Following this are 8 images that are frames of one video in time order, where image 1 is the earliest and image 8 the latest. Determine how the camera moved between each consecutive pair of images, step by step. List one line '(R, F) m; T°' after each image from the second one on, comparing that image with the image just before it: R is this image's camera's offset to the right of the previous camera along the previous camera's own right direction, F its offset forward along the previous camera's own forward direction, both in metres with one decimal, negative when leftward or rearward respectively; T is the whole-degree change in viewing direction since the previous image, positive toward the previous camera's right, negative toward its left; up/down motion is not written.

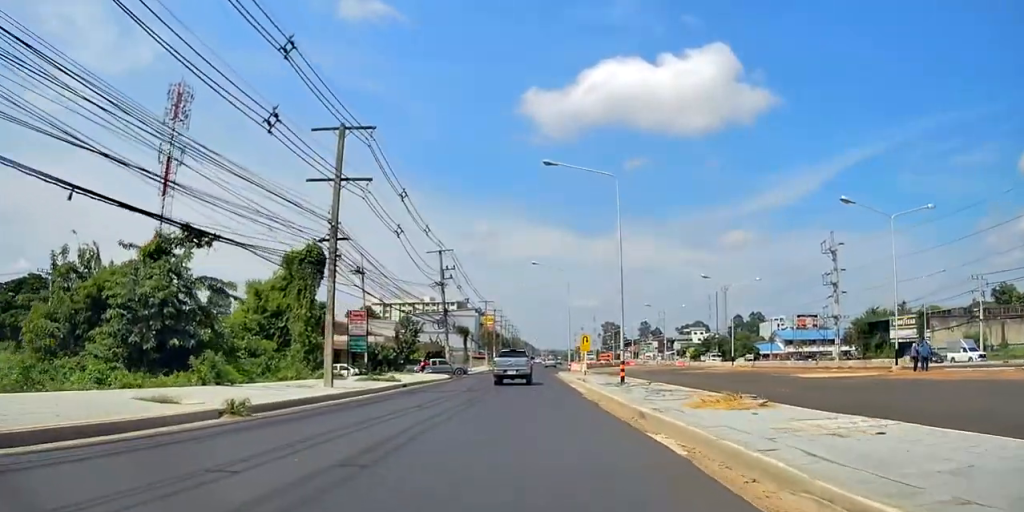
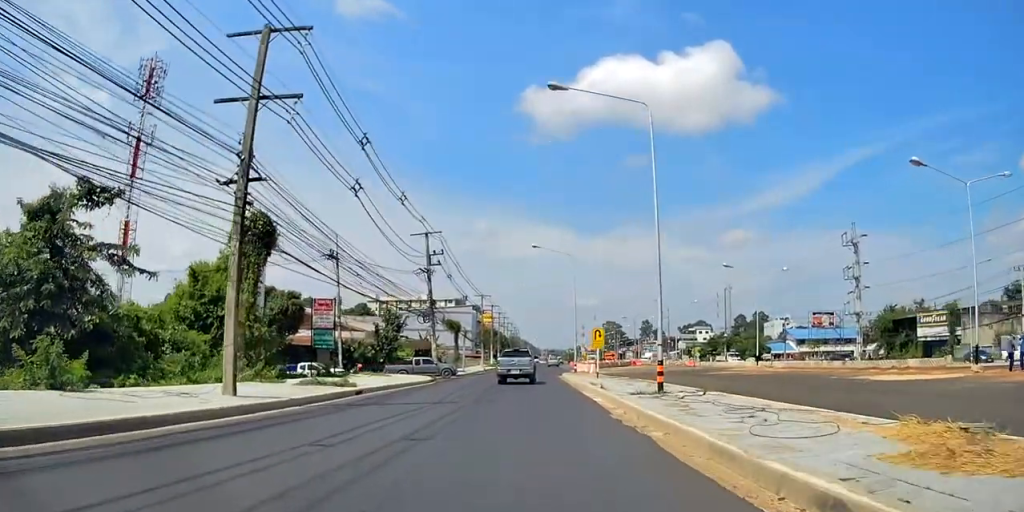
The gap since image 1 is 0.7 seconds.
(+0.1, +8.1) m; -3°
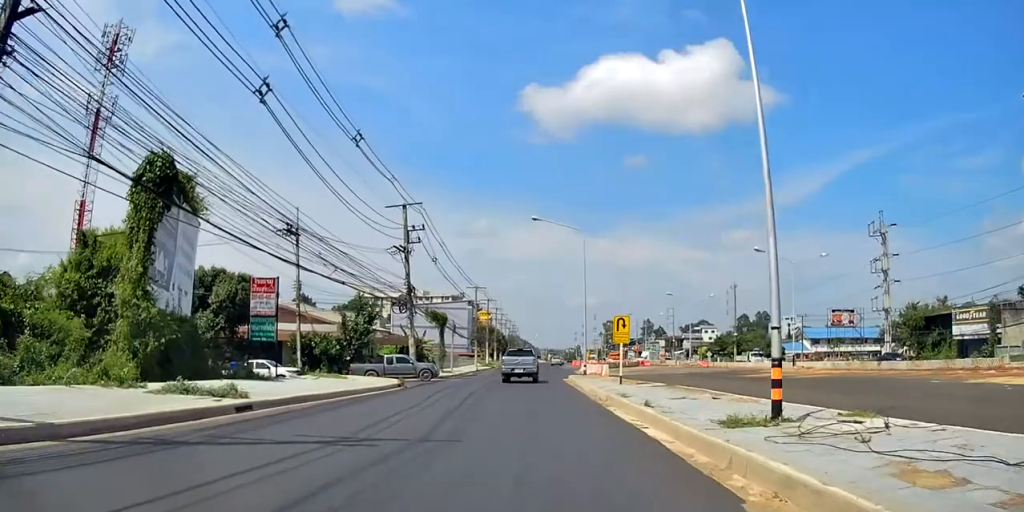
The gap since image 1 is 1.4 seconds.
(-0.6, +9.3) m; -3°
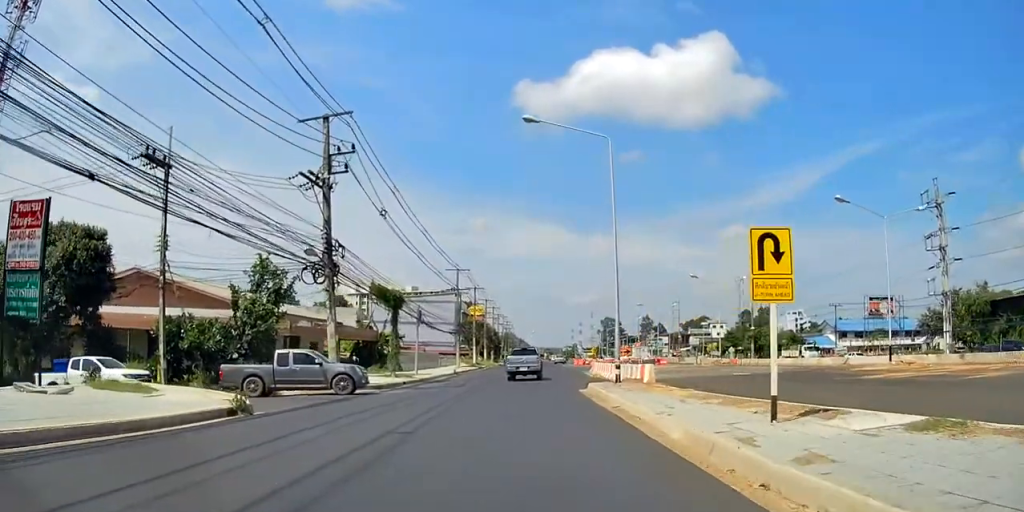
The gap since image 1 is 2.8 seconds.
(-0.3, +16.4) m; -1°
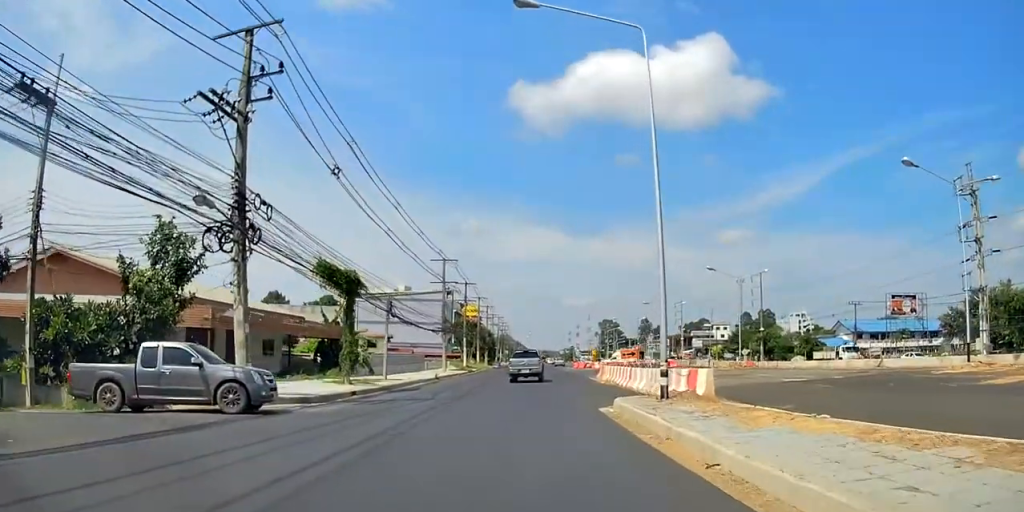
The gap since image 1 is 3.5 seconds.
(0.0, +8.6) m; +3°
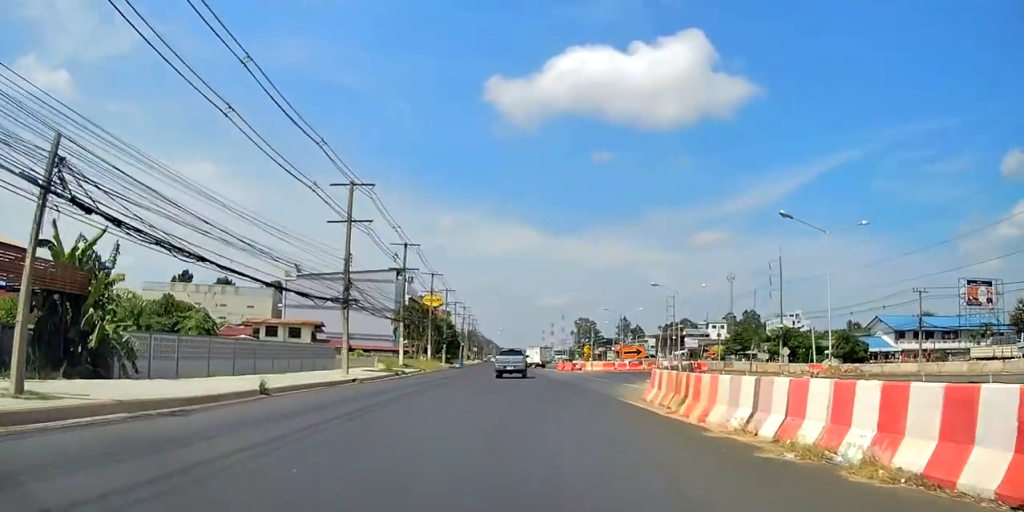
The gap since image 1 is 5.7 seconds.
(+0.5, +25.7) m; -2°
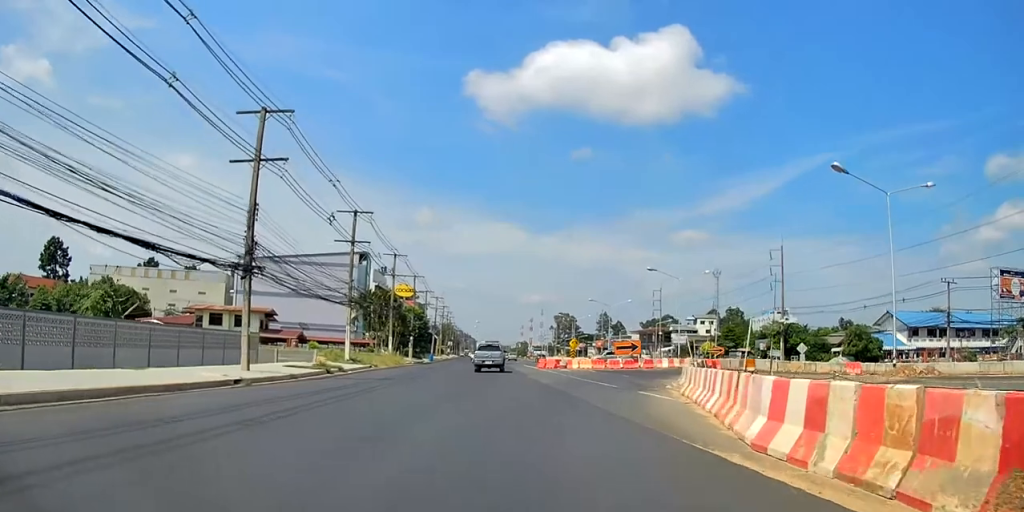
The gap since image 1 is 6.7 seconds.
(0.0, +11.1) m; +4°
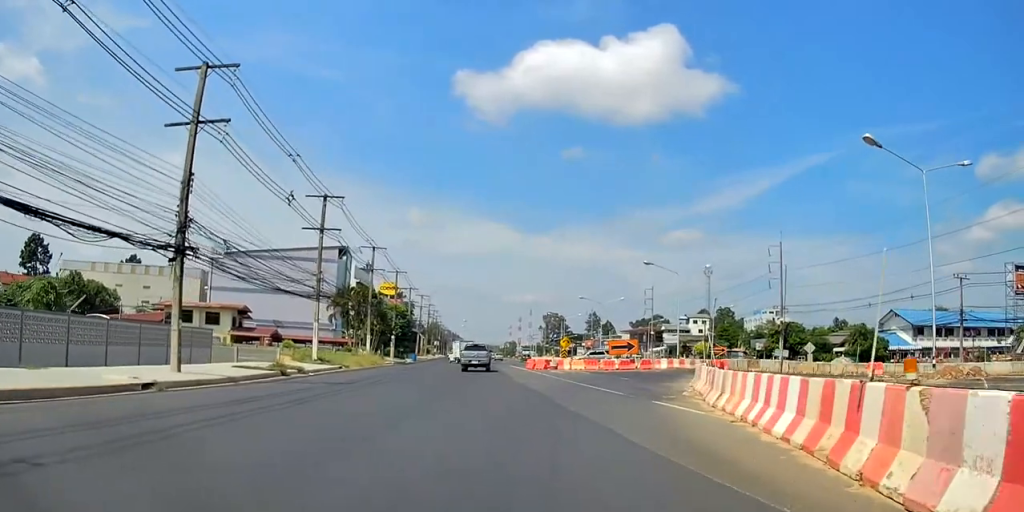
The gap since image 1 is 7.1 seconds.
(+0.3, +5.3) m; +3°
